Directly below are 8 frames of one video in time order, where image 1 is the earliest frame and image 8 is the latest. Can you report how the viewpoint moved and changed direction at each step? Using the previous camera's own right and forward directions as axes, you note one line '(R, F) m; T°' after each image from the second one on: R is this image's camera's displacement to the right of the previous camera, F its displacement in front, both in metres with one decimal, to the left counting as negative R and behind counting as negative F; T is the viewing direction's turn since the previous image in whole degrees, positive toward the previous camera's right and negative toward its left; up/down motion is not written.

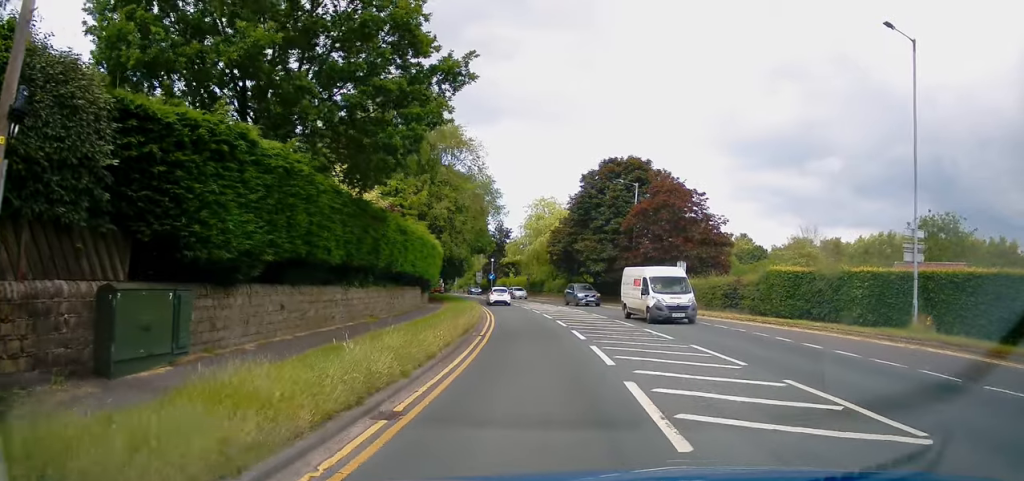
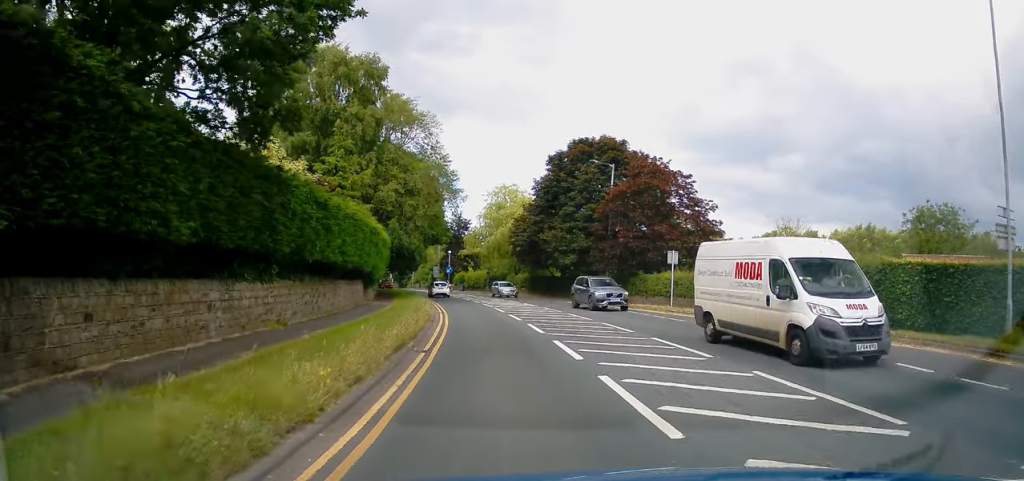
(+0.3, +5.9) m; +4°
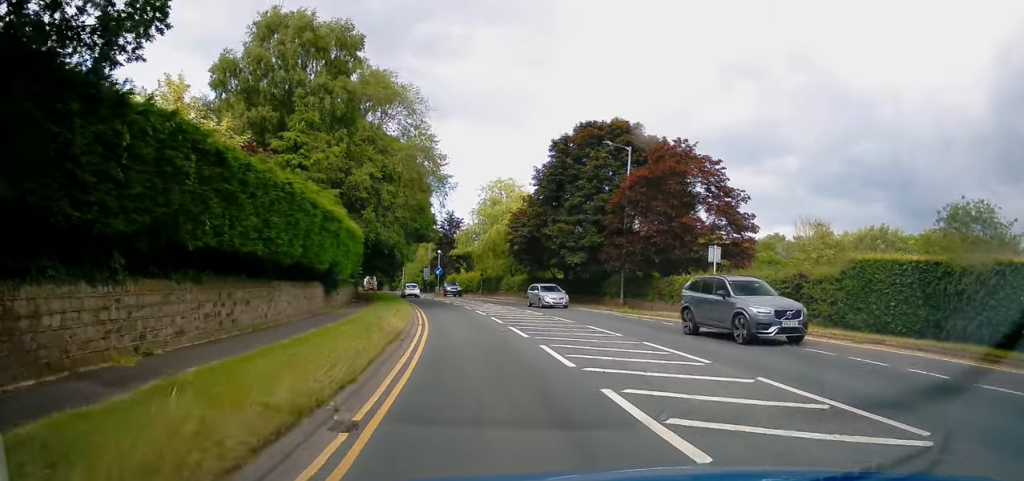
(+0.3, +6.7) m; -1°
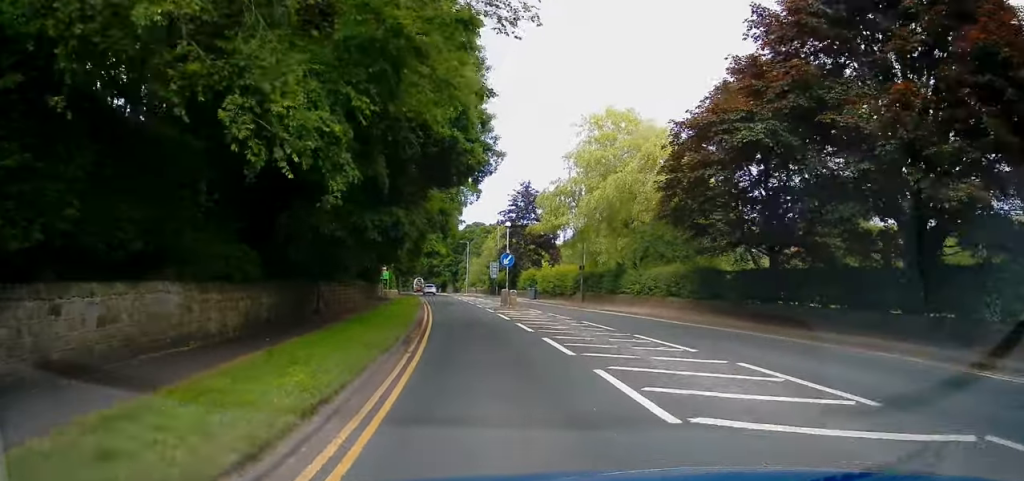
(-1.3, +29.0) m; -5°
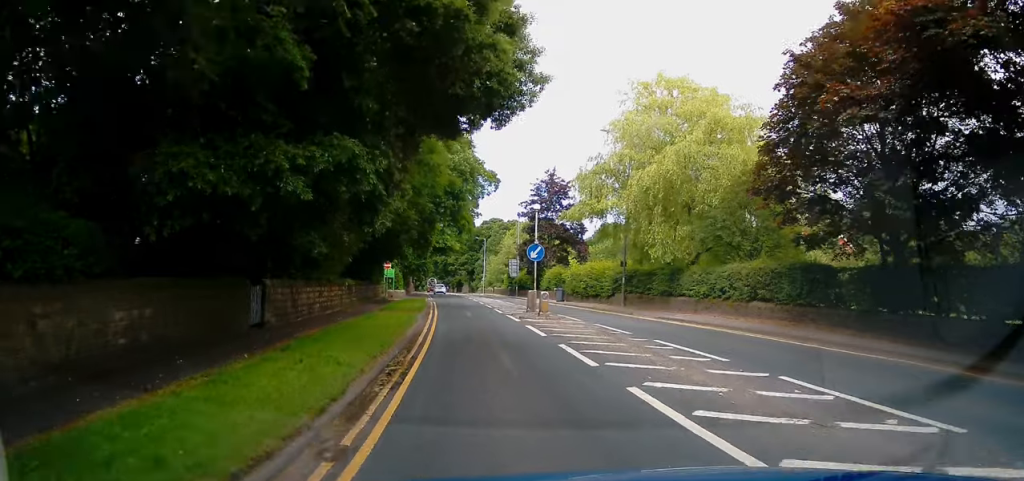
(-0.2, +7.2) m; -1°
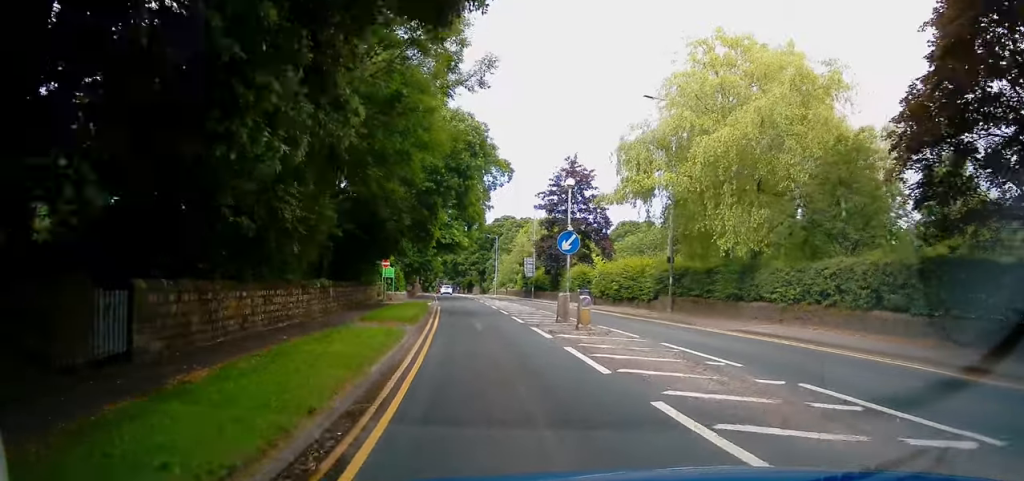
(-0.1, +6.7) m; -1°
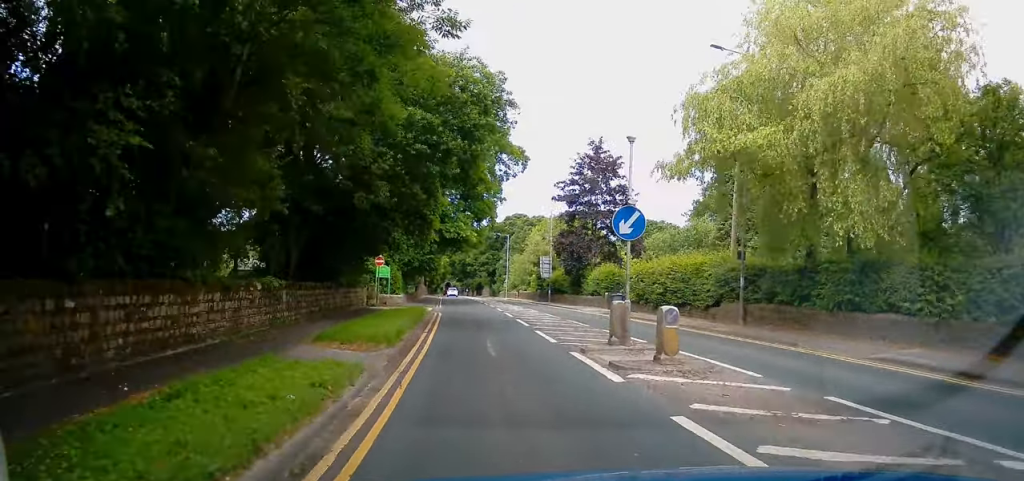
(0.0, +6.9) m; 0°
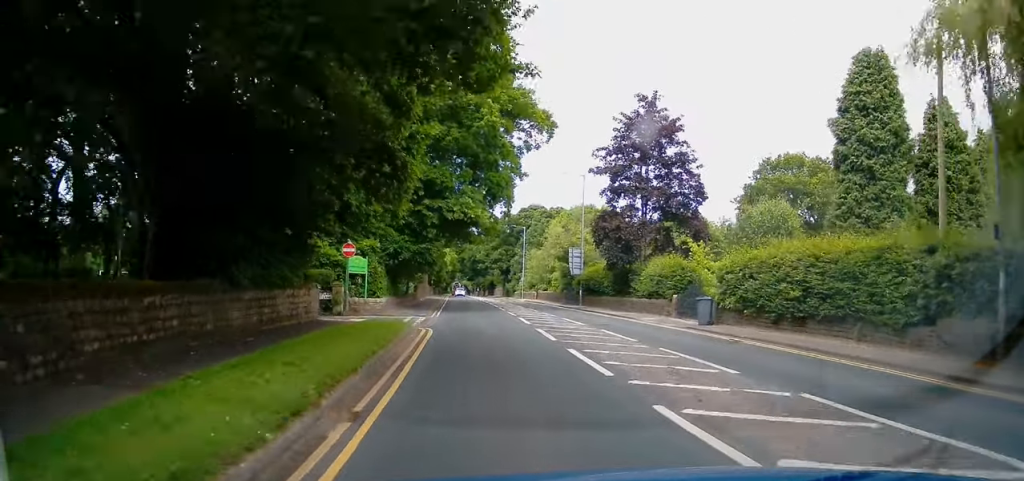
(0.0, +11.3) m; -1°
